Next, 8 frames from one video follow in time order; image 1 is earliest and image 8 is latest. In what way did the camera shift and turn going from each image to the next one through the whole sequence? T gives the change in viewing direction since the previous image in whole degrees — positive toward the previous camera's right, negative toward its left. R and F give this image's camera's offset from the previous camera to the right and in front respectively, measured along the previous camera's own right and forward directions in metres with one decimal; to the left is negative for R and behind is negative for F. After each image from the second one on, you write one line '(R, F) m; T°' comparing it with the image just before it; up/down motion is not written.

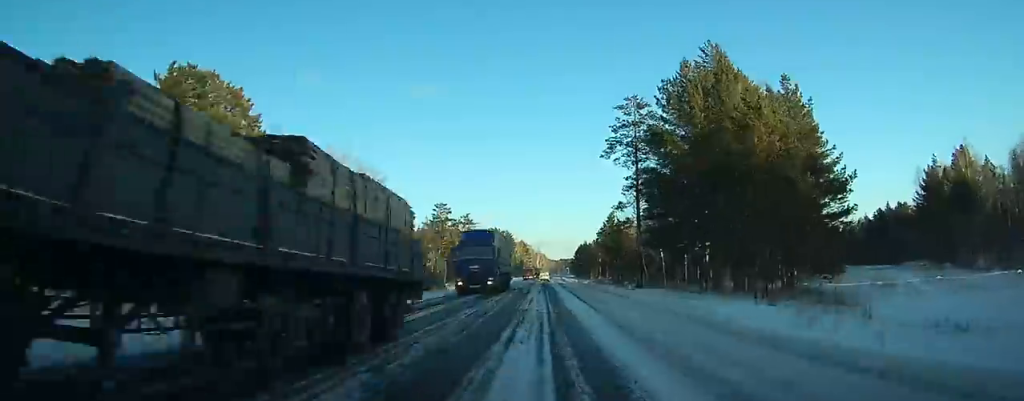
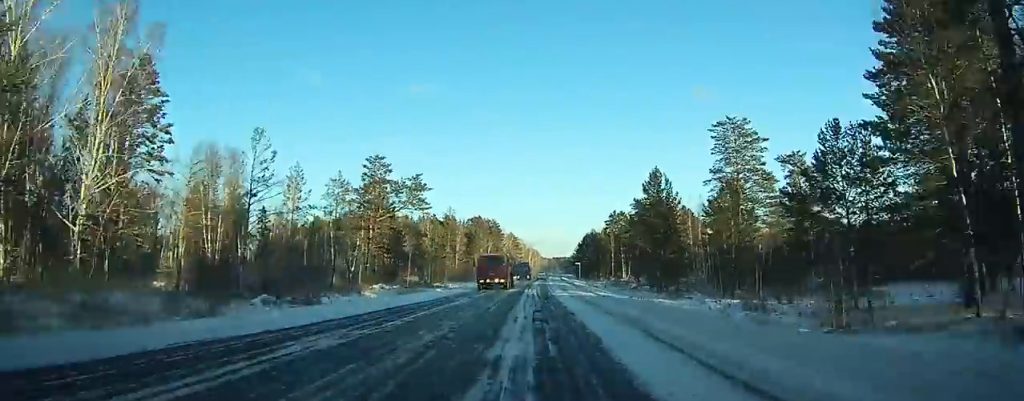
(+0.5, +55.9) m; +1°
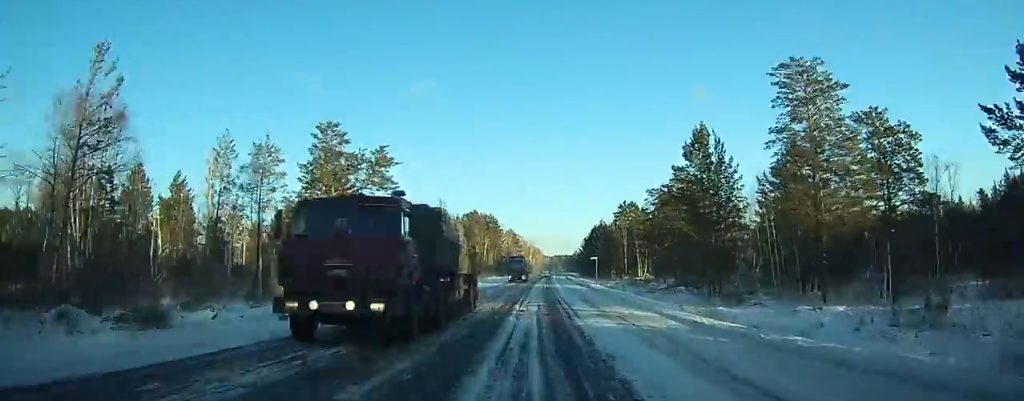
(+0.1, +22.0) m; 0°
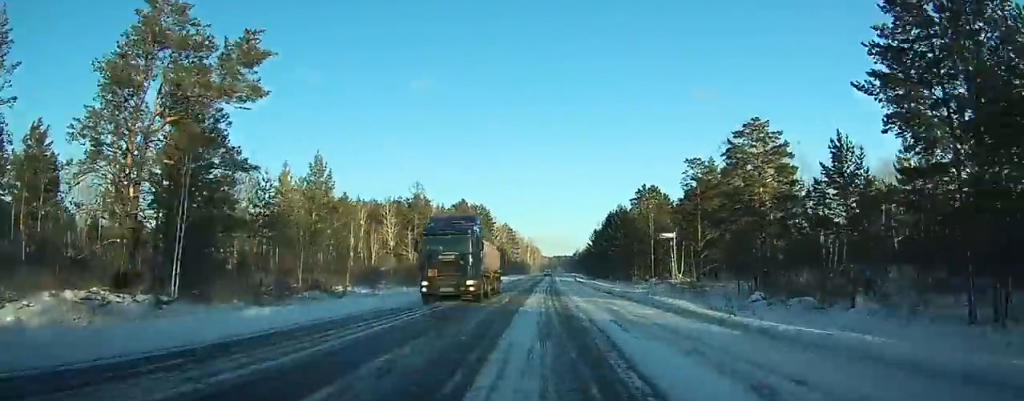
(0.0, +35.4) m; 0°
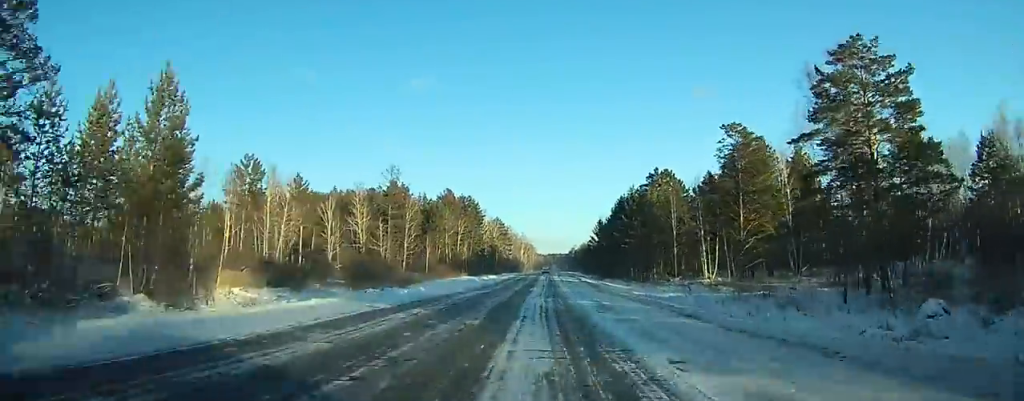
(+0.1, +21.9) m; 0°
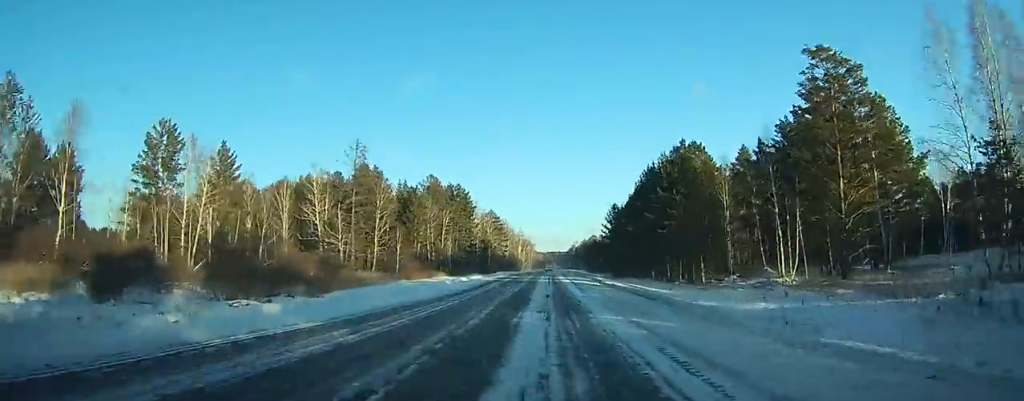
(+0.1, +25.2) m; 0°
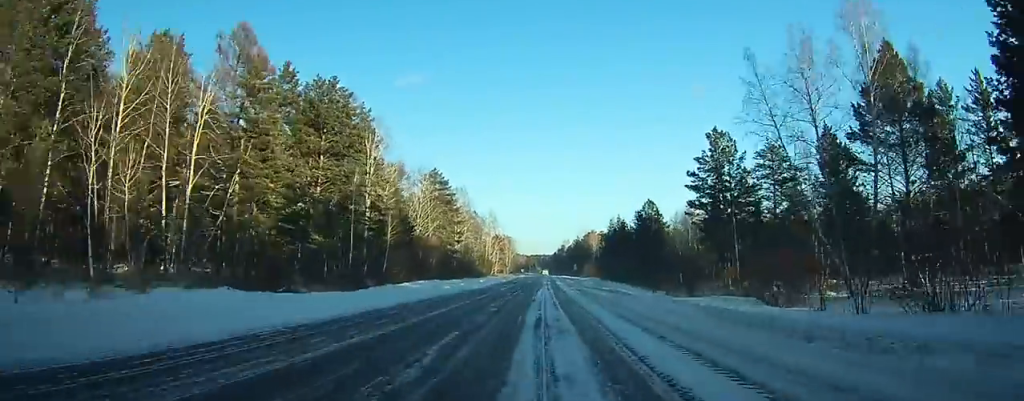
(+1.1, +99.9) m; +1°
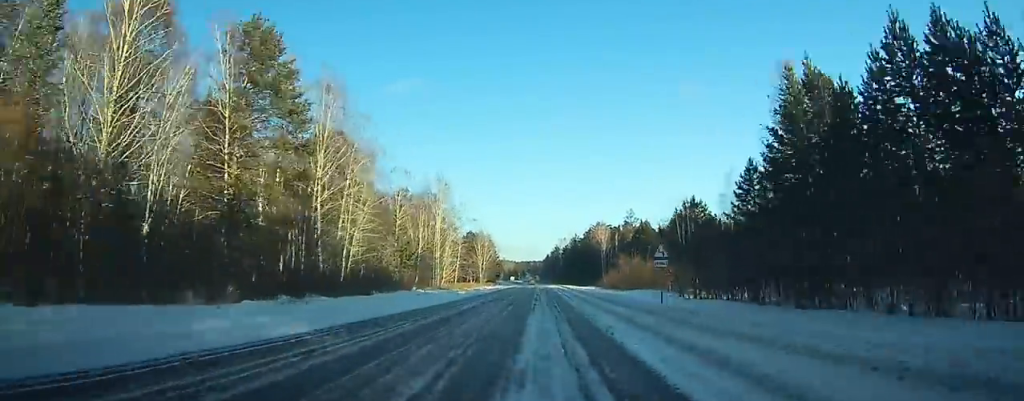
(+0.1, +83.8) m; 0°
